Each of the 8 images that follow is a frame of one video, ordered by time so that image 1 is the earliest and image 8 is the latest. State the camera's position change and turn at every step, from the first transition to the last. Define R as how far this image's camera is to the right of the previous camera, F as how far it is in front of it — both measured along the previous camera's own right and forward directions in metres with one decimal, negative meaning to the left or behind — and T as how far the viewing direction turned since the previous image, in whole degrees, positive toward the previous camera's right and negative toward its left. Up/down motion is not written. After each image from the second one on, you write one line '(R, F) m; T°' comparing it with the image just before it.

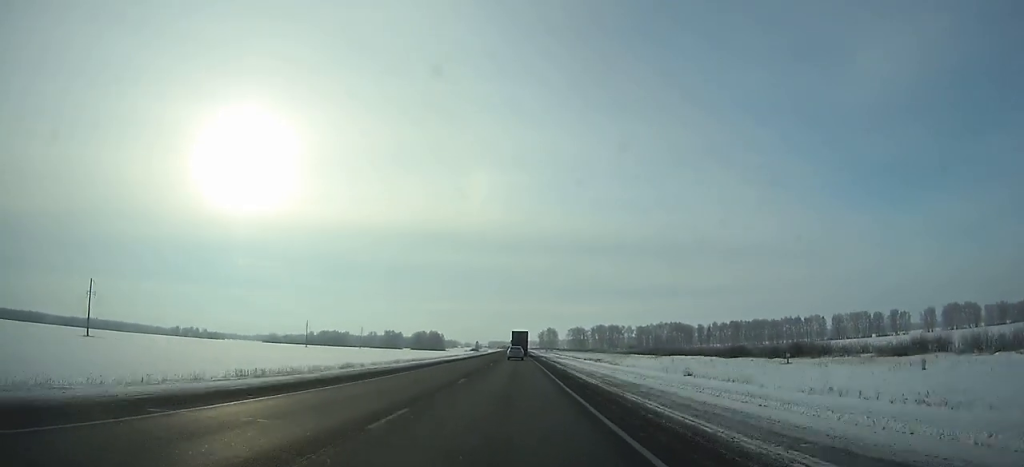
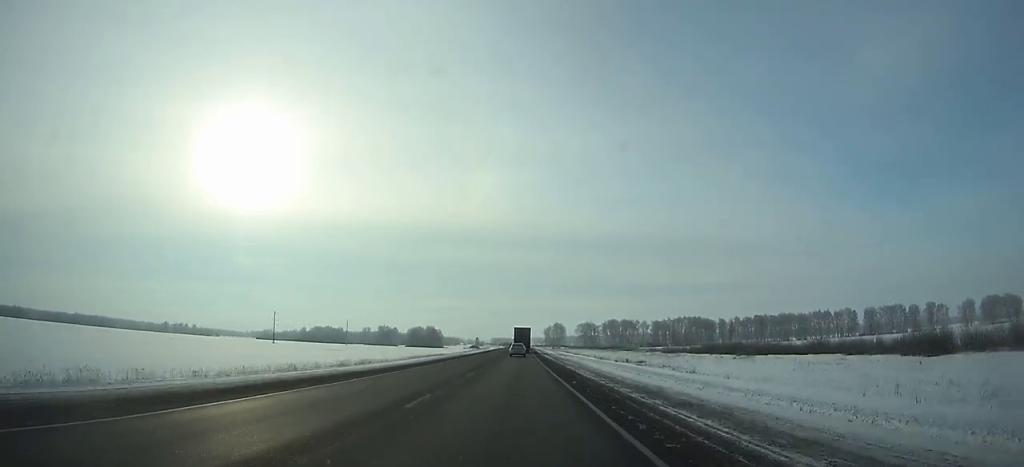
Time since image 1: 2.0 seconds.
(-0.2, +45.4) m; 0°
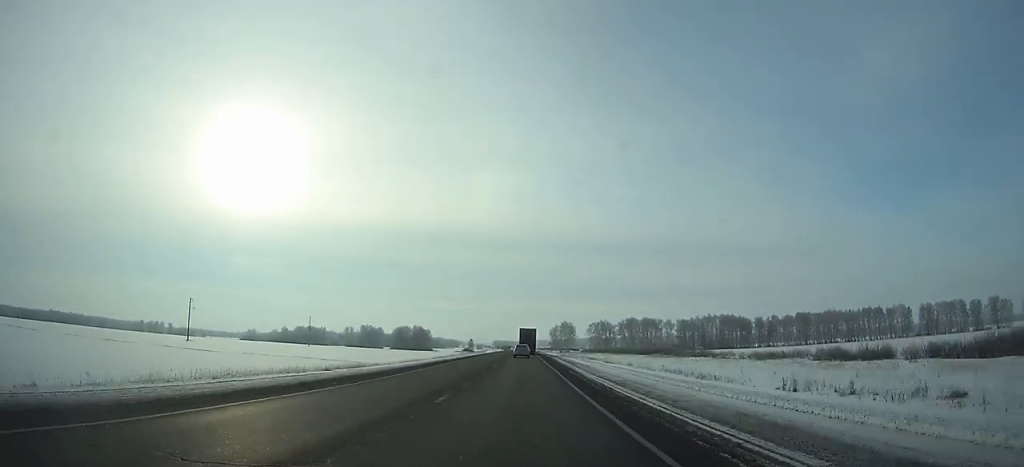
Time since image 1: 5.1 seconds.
(-0.1, +71.2) m; 0°
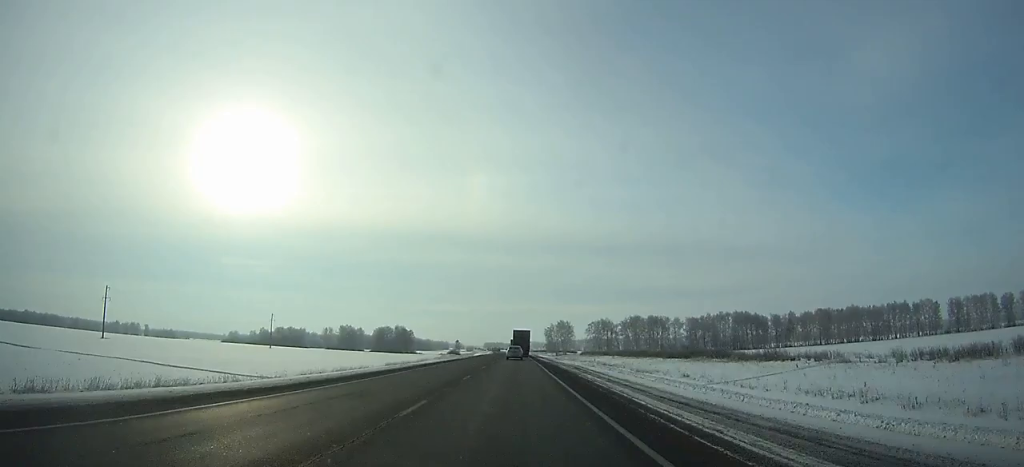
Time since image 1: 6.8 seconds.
(0.0, +39.4) m; 0°
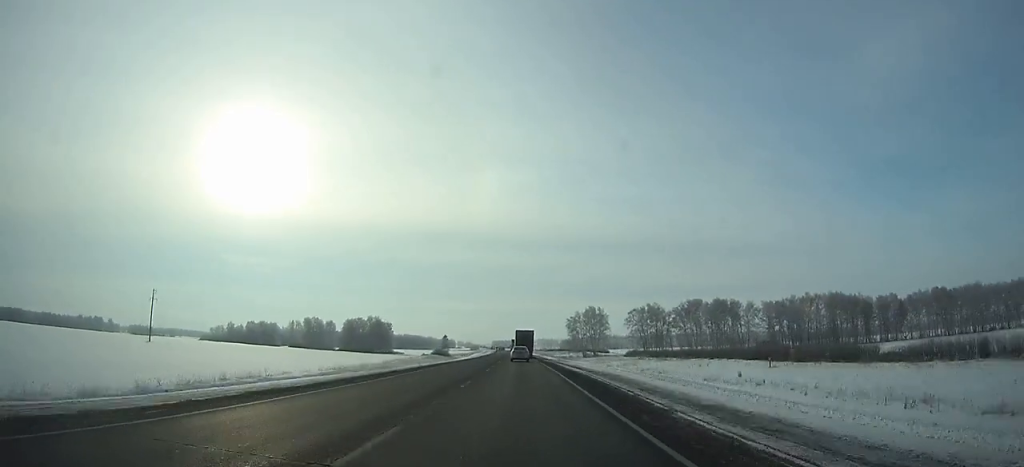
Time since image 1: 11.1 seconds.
(-0.5, +99.8) m; -1°
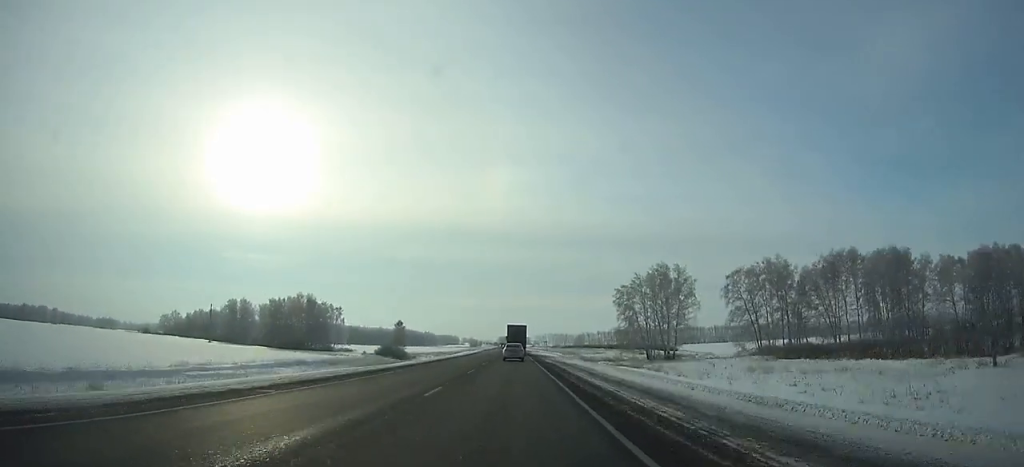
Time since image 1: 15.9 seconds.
(-0.6, +109.7) m; -1°
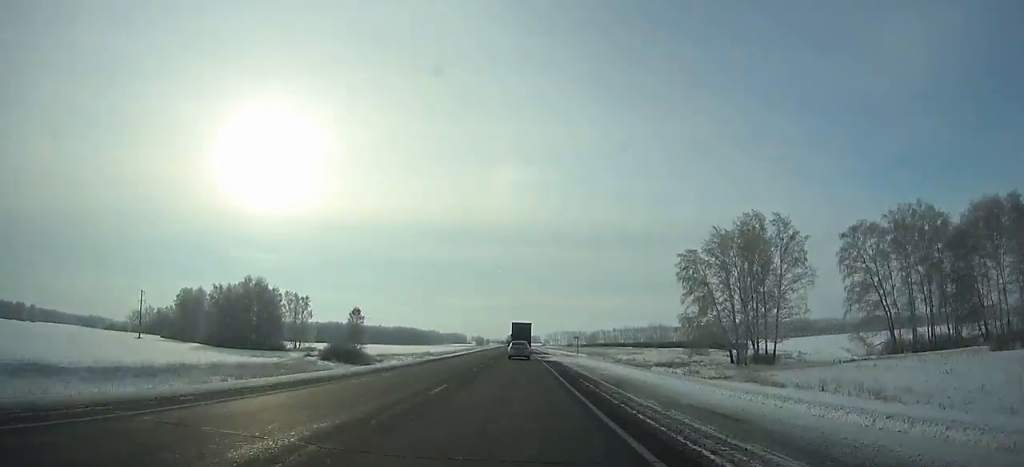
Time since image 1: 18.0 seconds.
(-0.1, +47.2) m; 0°
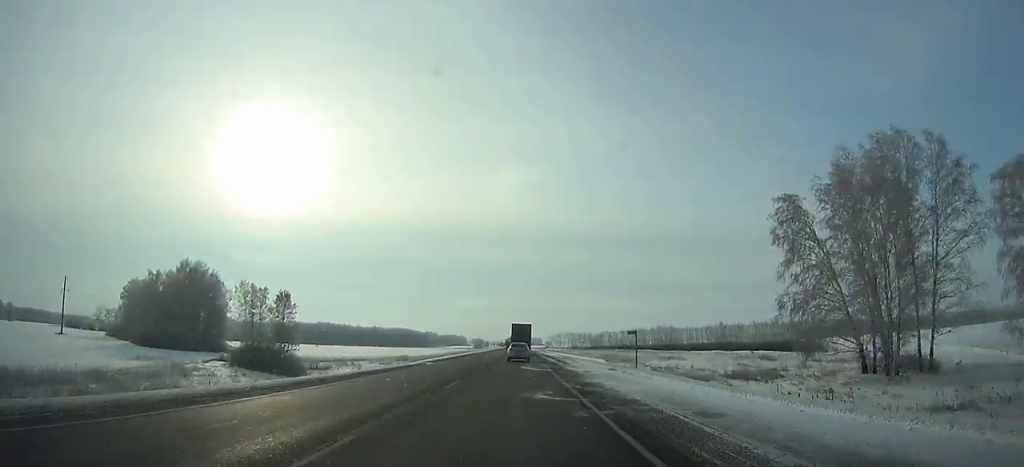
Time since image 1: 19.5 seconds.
(-0.2, +33.3) m; 0°
